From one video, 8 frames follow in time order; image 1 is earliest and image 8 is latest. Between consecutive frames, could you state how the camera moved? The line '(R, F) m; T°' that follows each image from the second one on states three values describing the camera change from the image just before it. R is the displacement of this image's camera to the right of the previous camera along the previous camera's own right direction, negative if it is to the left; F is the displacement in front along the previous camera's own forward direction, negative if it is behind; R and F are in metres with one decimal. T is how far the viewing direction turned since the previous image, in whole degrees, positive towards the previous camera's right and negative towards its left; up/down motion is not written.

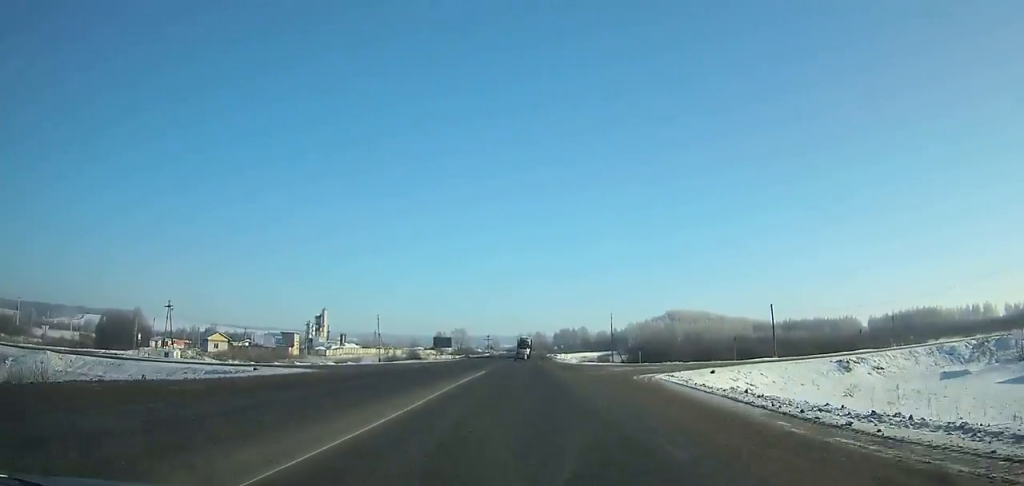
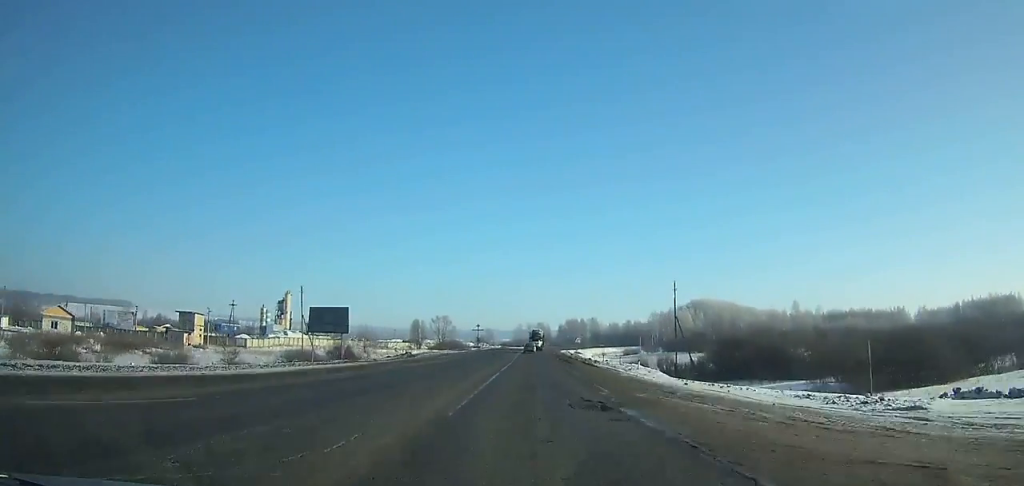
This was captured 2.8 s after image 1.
(+0.1, +60.5) m; +1°
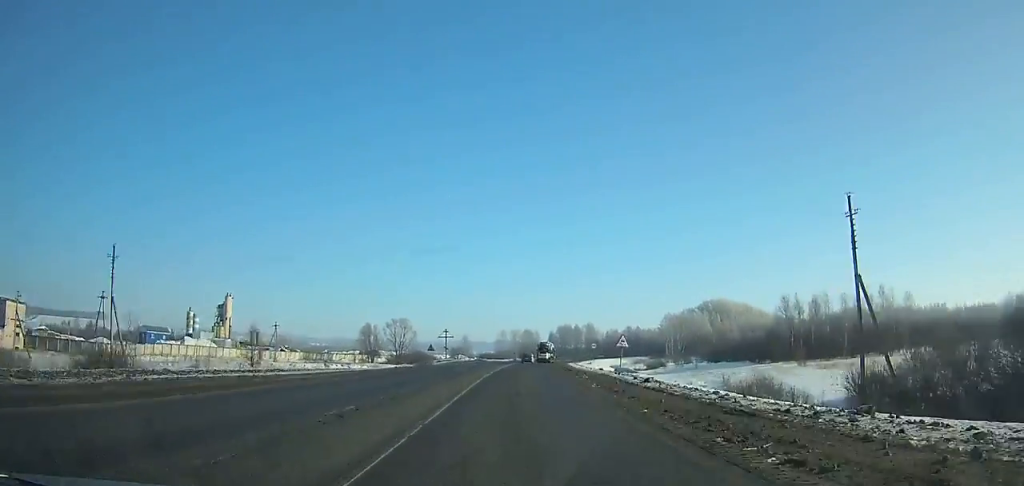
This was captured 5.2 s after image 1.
(+0.4, +51.4) m; +2°
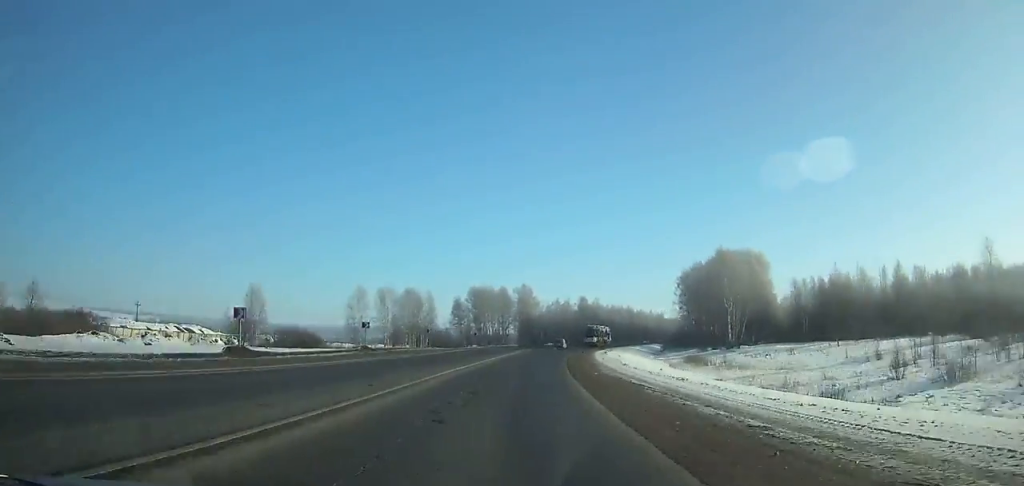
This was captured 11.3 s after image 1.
(+10.5, +127.5) m; +12°
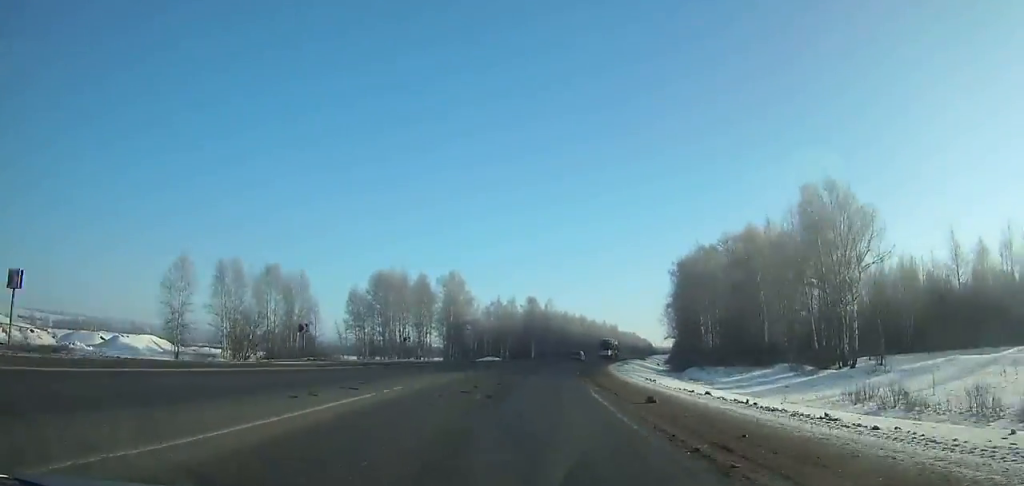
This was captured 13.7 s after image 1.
(+2.1, +49.7) m; +7°
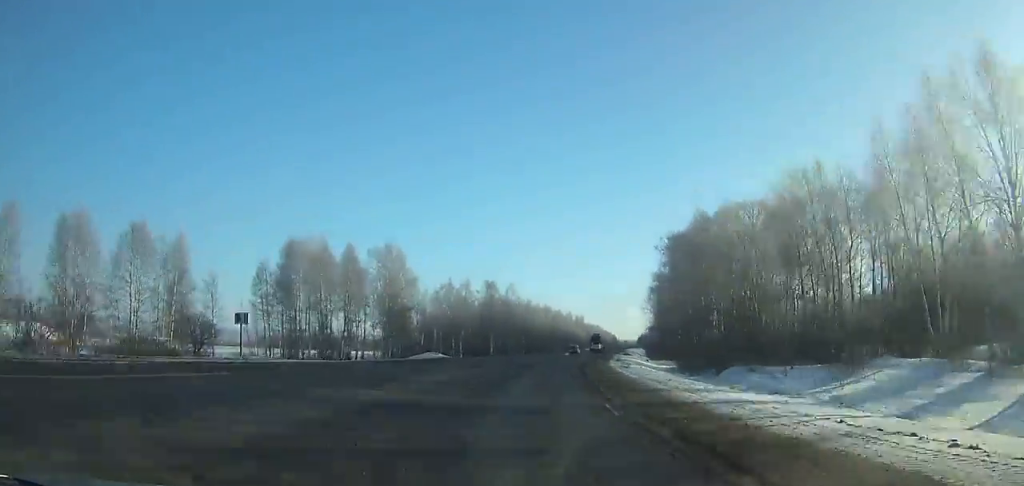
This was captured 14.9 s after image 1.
(+1.8, +24.6) m; +3°
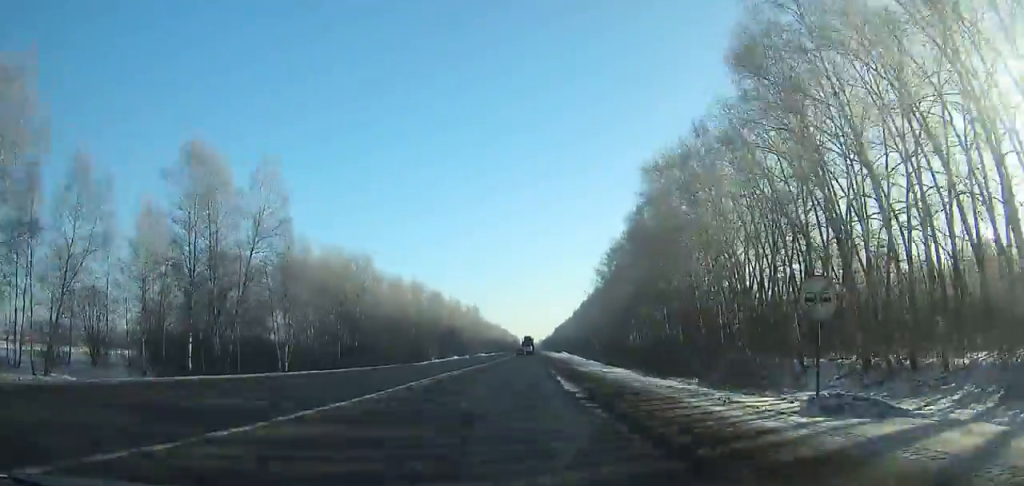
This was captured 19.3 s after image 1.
(+7.5, +90.3) m; +7°
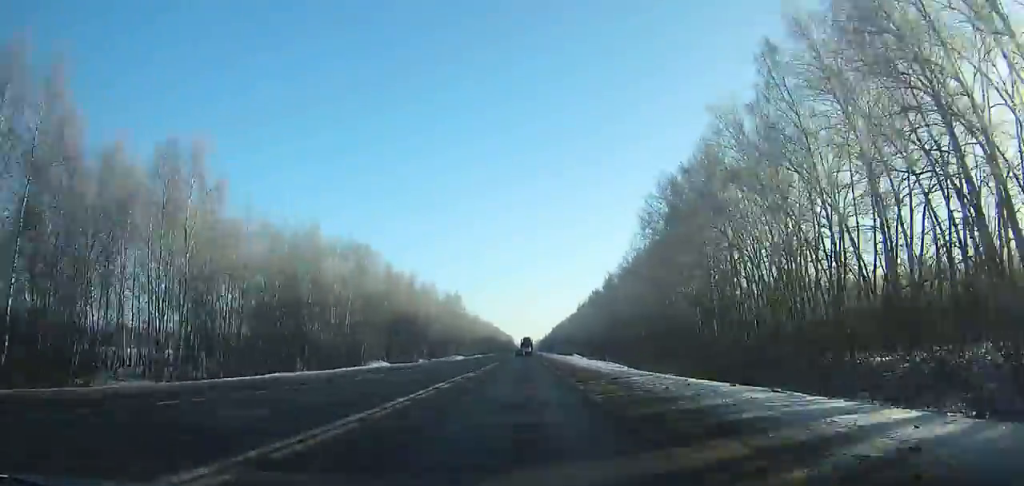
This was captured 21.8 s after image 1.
(+0.3, +52.0) m; 0°
